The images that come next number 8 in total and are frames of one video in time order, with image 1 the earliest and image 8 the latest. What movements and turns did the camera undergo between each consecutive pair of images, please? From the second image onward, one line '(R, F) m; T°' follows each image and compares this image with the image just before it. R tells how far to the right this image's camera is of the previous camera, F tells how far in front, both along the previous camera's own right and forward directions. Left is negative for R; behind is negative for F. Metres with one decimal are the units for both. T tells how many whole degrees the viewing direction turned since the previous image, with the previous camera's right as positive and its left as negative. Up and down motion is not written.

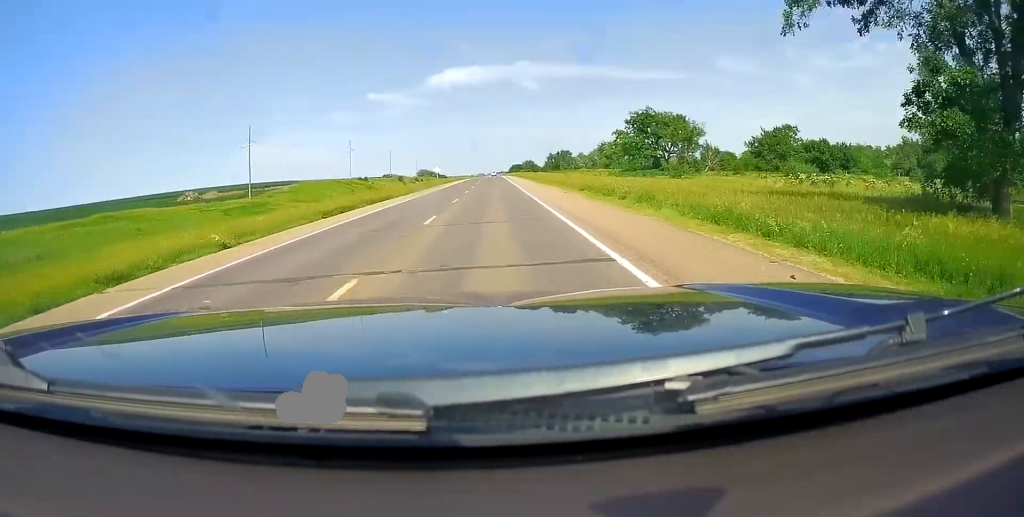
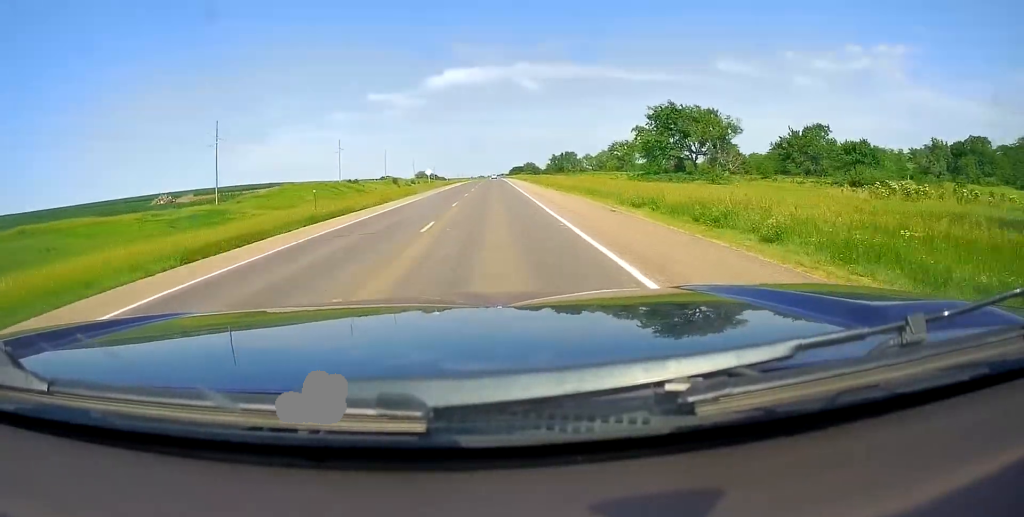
(+0.1, +13.4) m; 0°
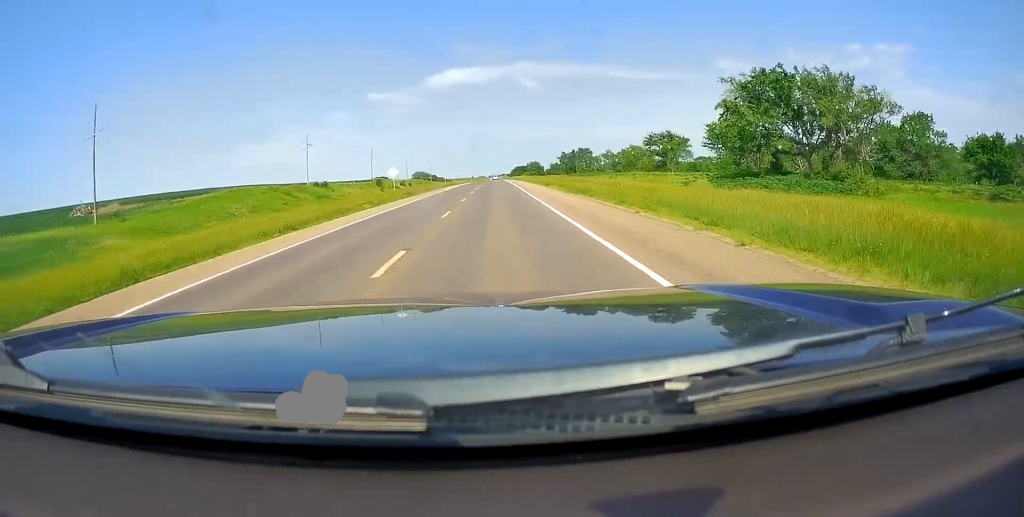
(-0.5, +31.9) m; 0°
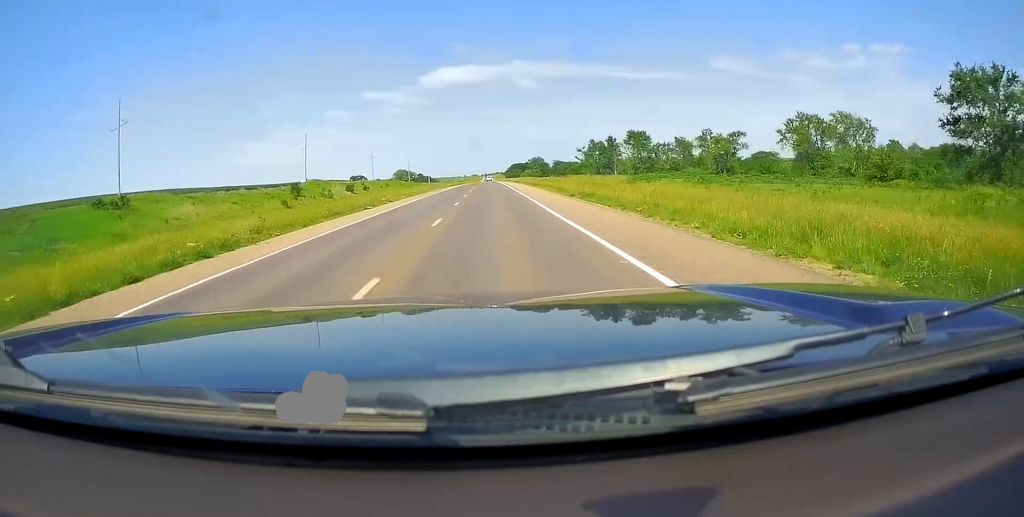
(+1.4, +75.9) m; +1°
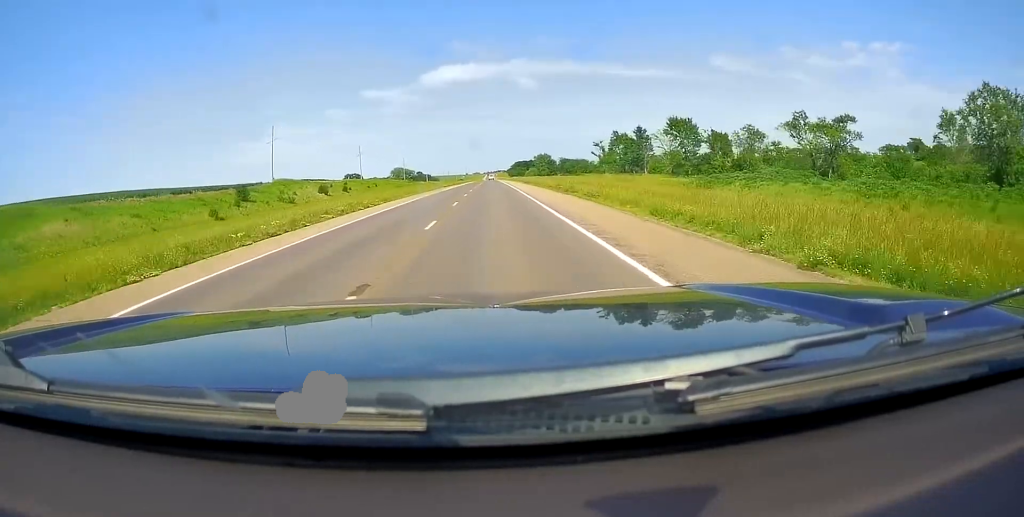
(0.0, +25.6) m; 0°
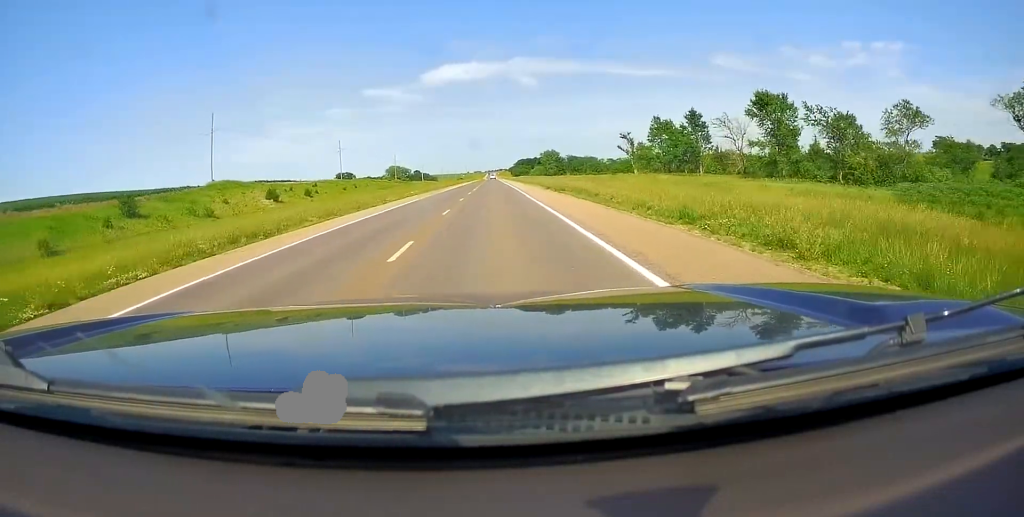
(-0.2, +30.1) m; -1°
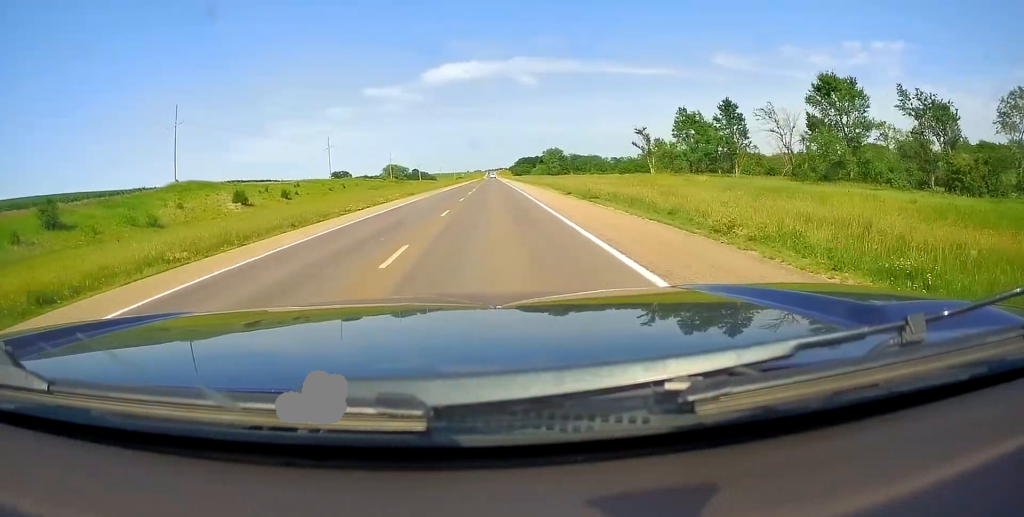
(-0.2, +12.8) m; 0°
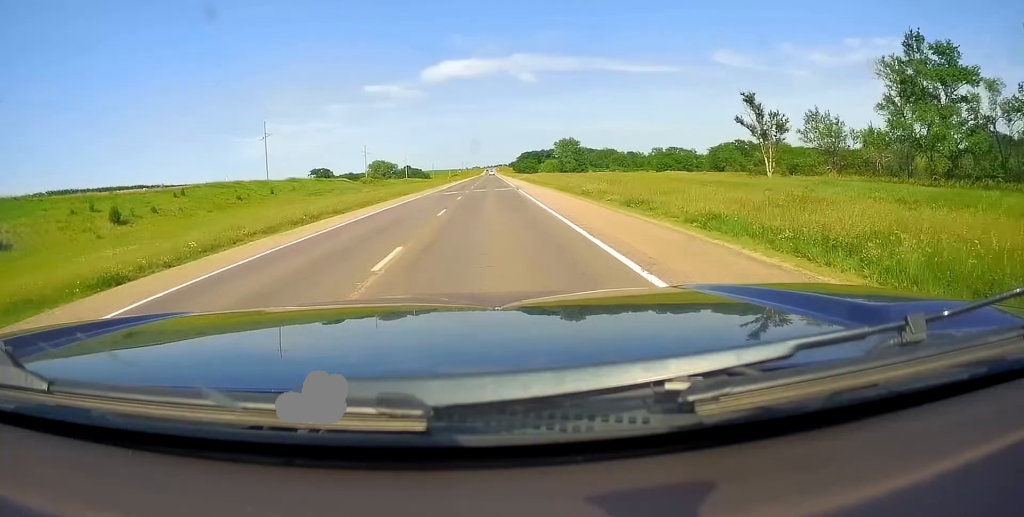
(+0.4, +48.7) m; +1°
